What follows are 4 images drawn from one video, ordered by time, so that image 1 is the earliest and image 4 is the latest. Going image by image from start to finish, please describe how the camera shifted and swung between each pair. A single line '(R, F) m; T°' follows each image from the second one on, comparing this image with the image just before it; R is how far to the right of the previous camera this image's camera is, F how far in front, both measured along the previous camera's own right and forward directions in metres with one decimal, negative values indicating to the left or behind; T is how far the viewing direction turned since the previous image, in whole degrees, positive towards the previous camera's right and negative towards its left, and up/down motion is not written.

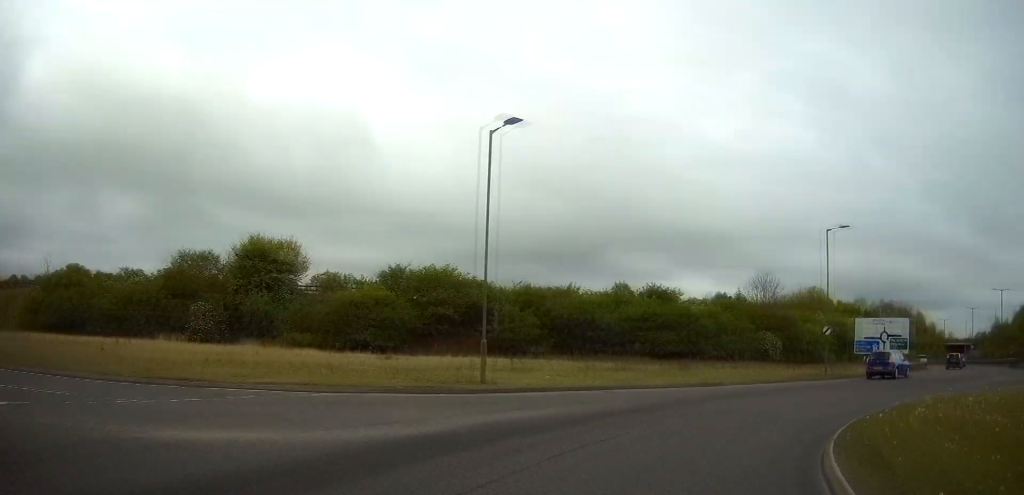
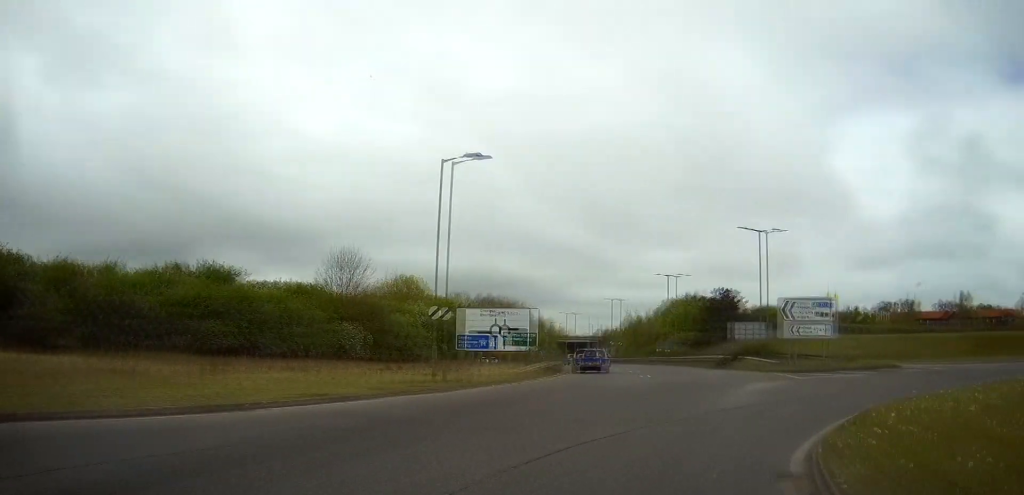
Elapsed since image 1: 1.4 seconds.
(+4.3, +11.8) m; +35°
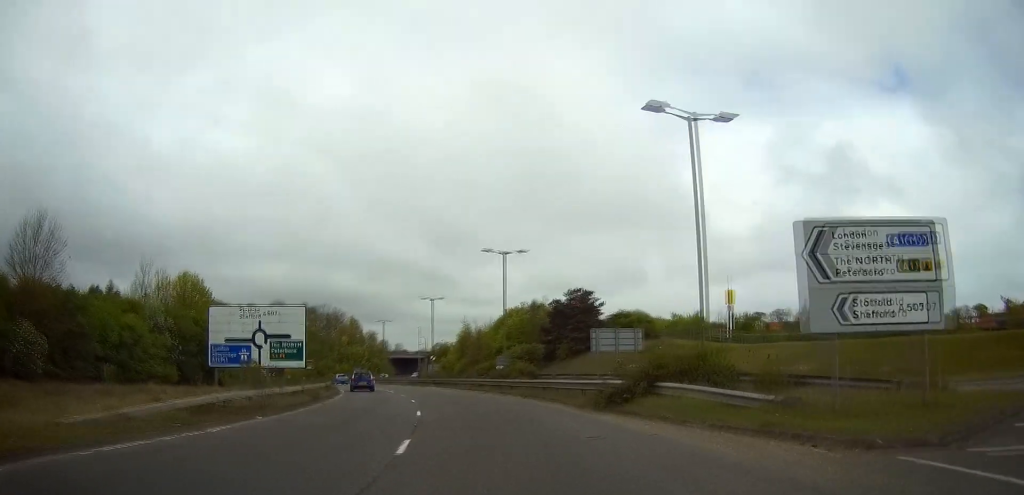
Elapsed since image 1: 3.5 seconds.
(+5.4, +21.0) m; +17°
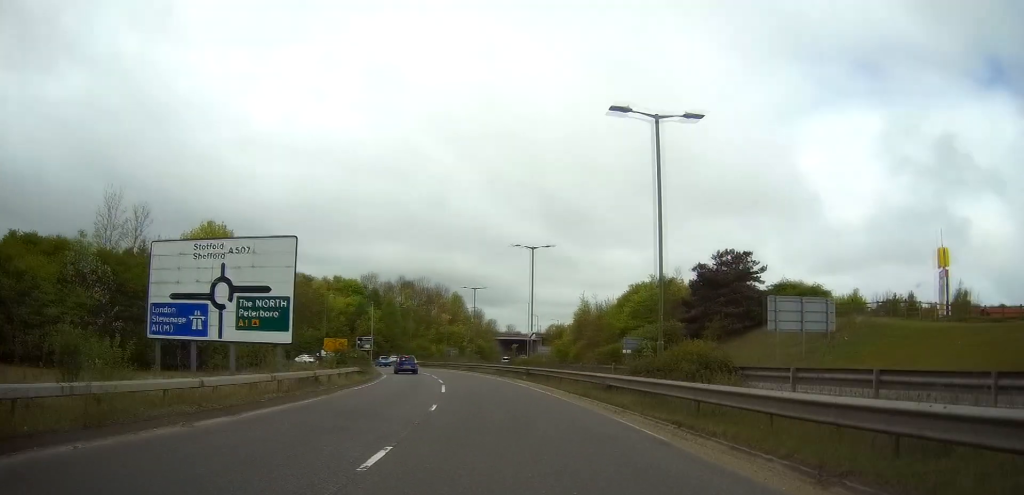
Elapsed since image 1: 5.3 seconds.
(-1.4, +21.1) m; -9°
